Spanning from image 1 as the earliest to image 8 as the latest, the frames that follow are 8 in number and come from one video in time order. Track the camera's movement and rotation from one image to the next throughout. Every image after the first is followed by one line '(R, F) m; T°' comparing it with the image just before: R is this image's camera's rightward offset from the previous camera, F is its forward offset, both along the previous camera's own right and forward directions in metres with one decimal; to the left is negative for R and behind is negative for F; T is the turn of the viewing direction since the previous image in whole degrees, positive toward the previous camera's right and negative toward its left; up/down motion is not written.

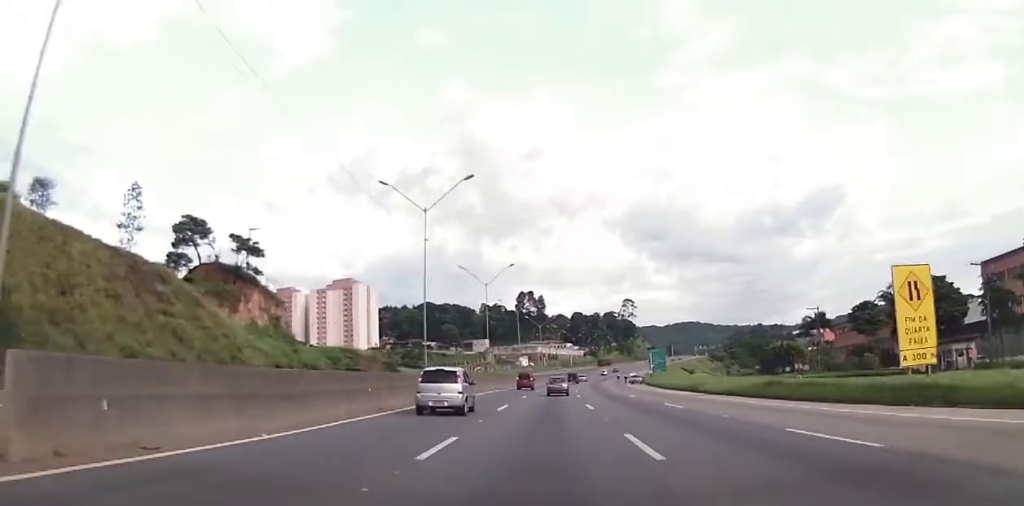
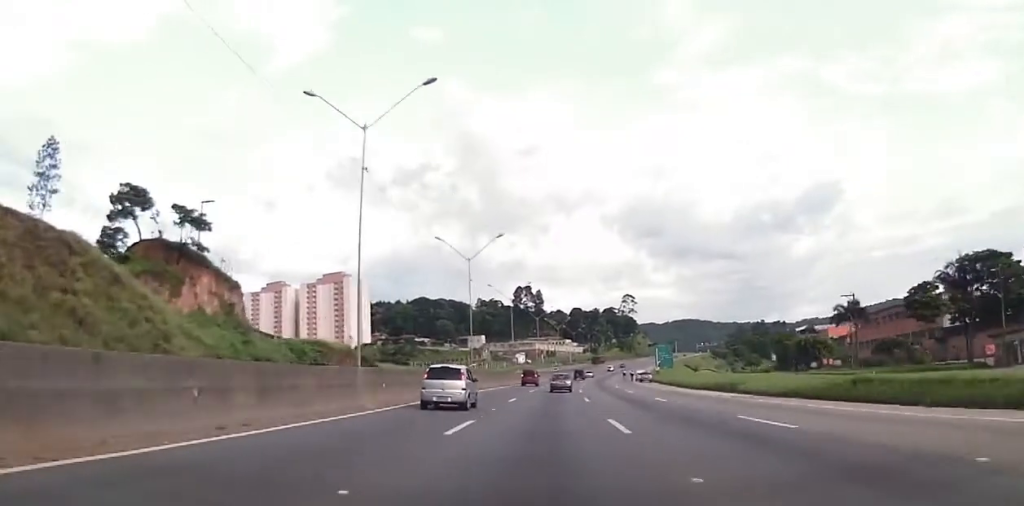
(-0.1, +13.5) m; +1°
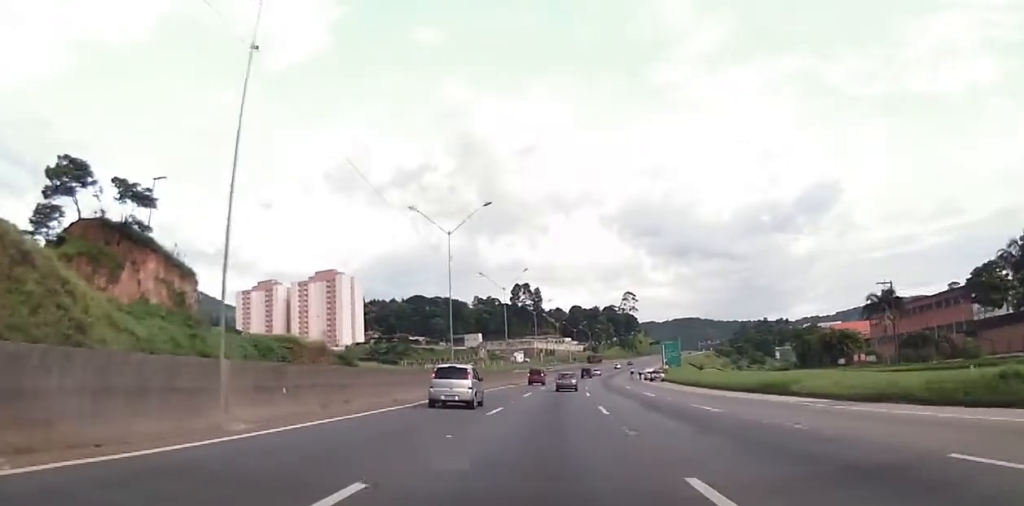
(+0.1, +11.2) m; 0°
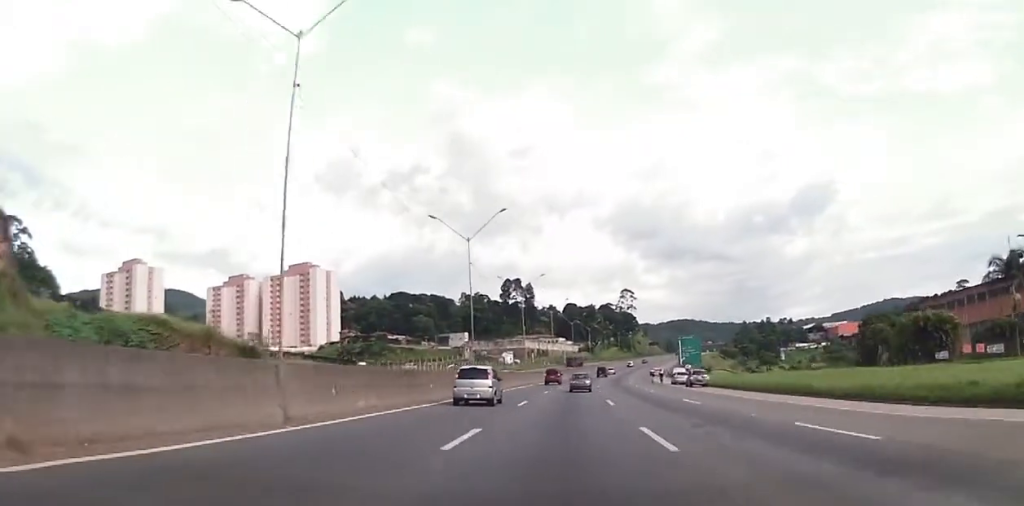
(0.0, +28.8) m; 0°
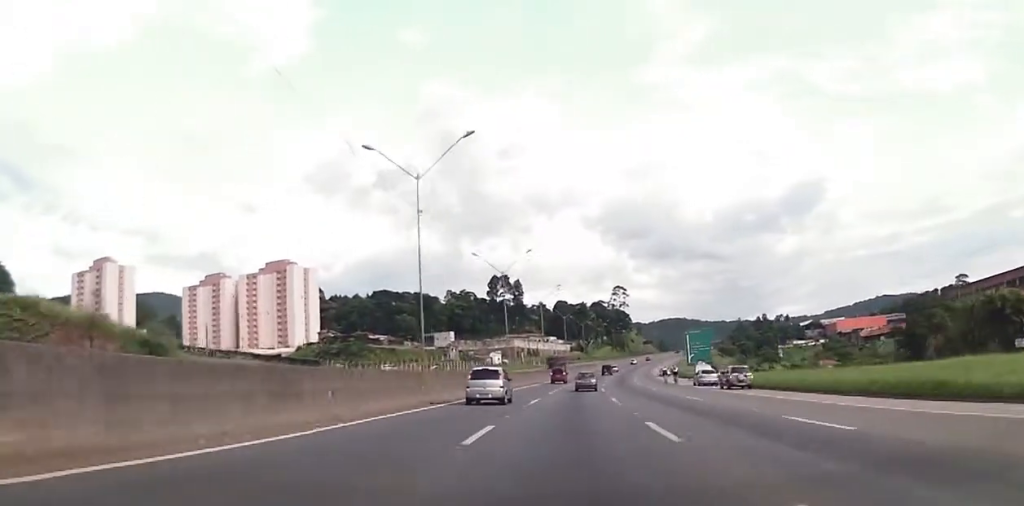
(0.0, +16.0) m; +1°
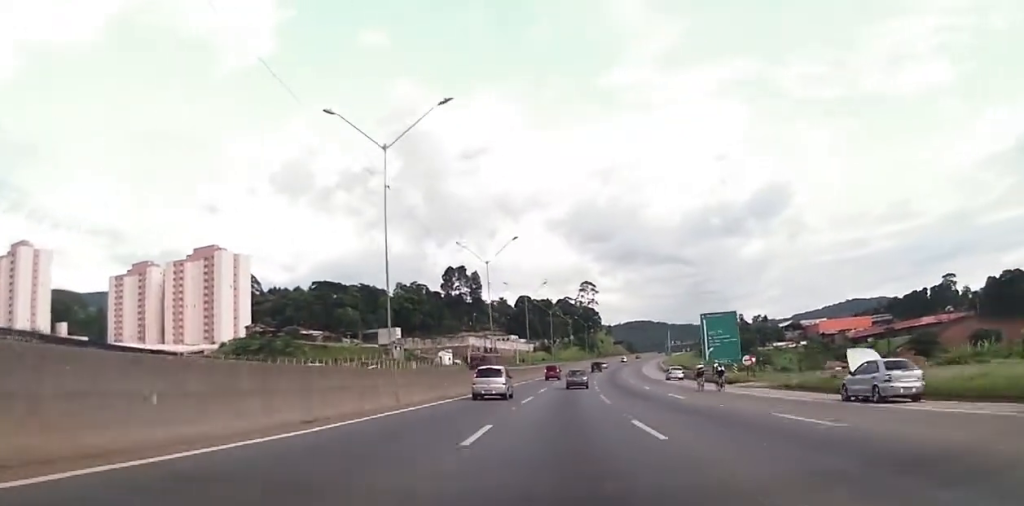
(+1.3, +36.9) m; +3°
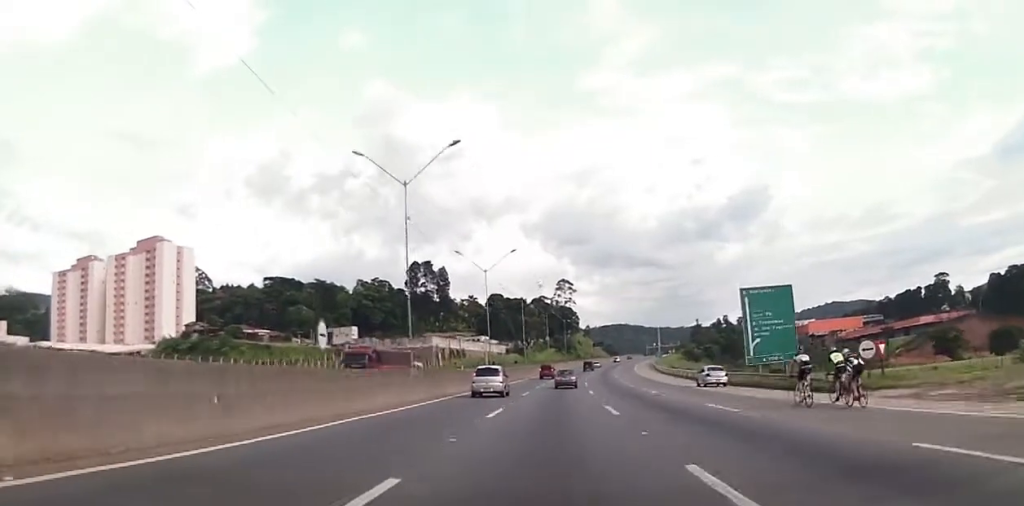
(+0.4, +26.7) m; +2°
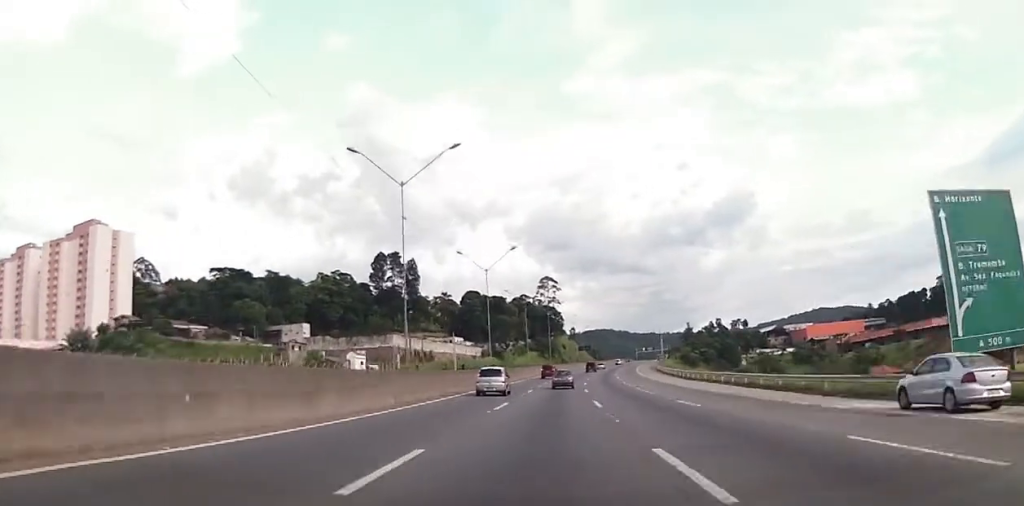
(+0.5, +31.5) m; +1°
